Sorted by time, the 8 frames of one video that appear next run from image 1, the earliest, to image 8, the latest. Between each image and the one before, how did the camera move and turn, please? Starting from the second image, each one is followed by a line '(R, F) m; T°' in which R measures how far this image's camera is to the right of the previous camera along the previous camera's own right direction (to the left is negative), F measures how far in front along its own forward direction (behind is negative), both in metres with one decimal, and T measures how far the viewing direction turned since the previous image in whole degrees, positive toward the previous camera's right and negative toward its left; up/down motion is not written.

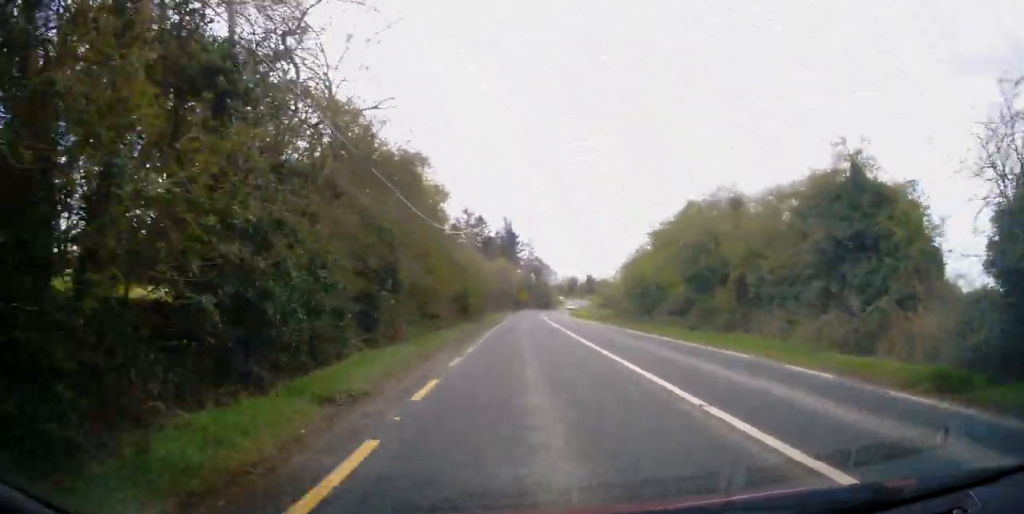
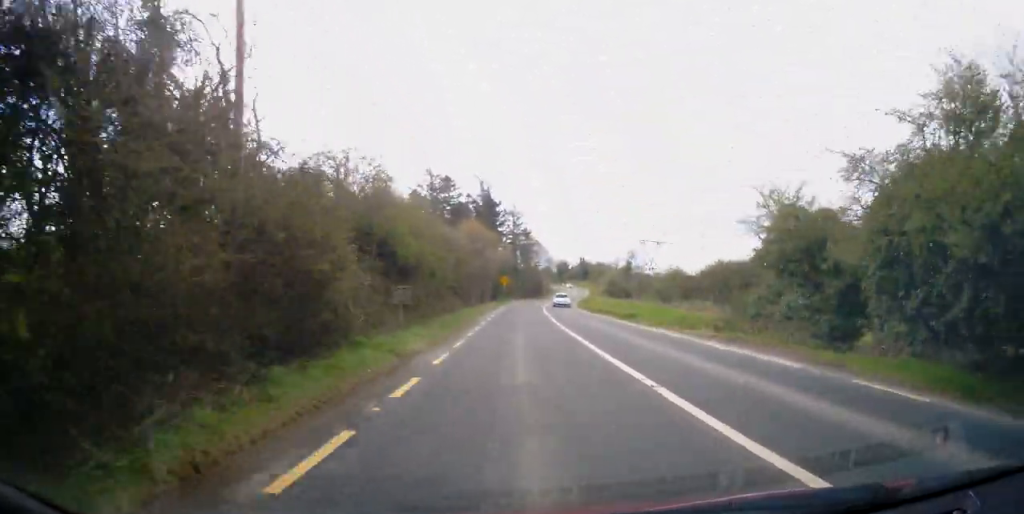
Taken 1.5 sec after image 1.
(+0.2, +35.9) m; +1°
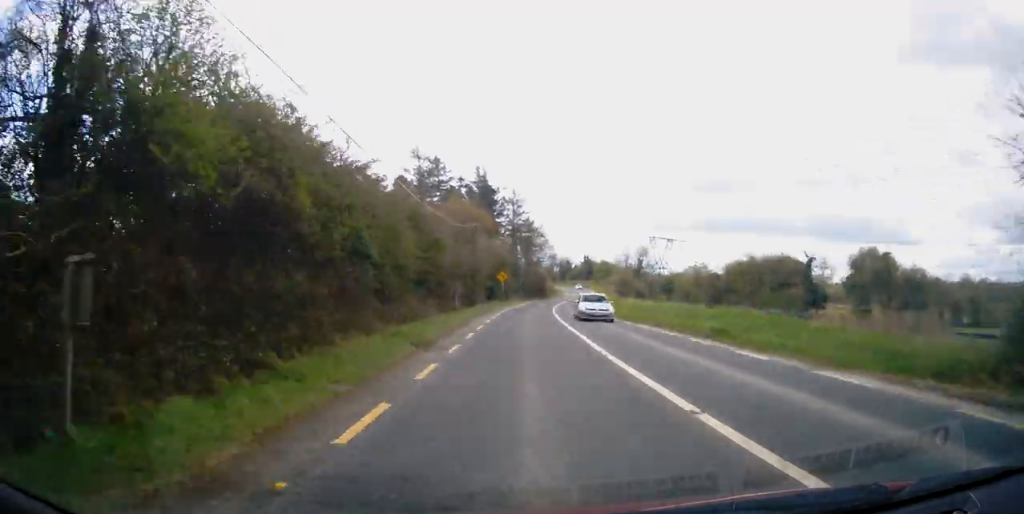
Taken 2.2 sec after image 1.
(0.0, +14.8) m; +1°
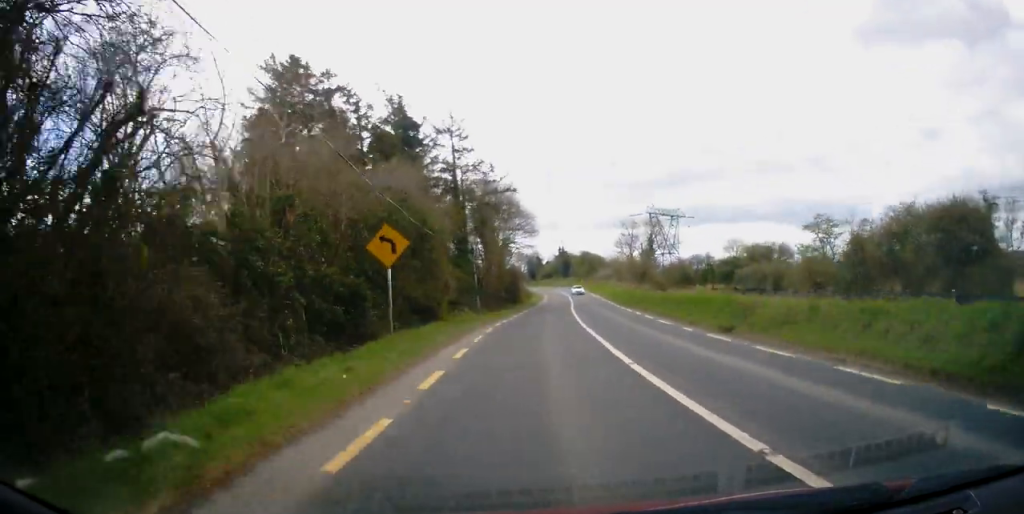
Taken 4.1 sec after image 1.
(+1.3, +45.5) m; +4°
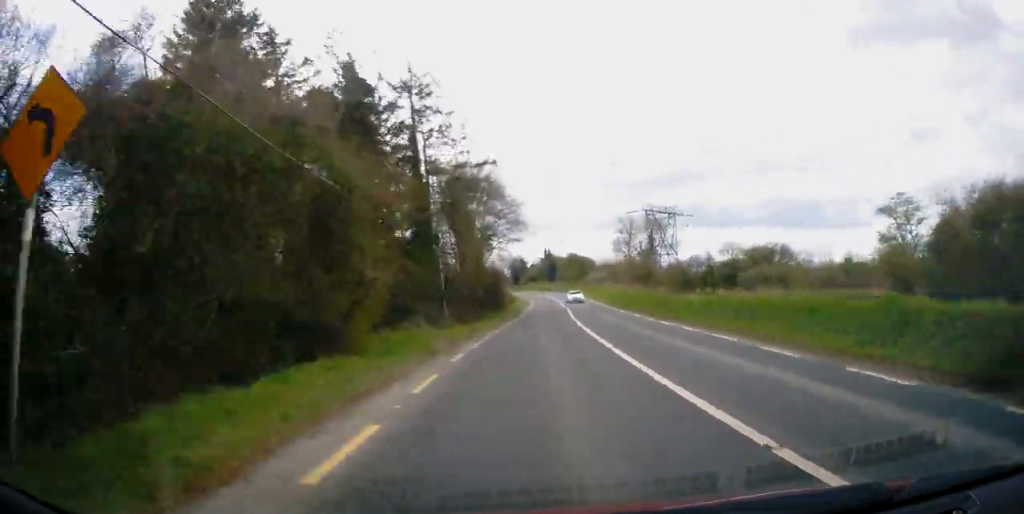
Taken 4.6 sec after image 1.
(+0.1, +12.6) m; +1°
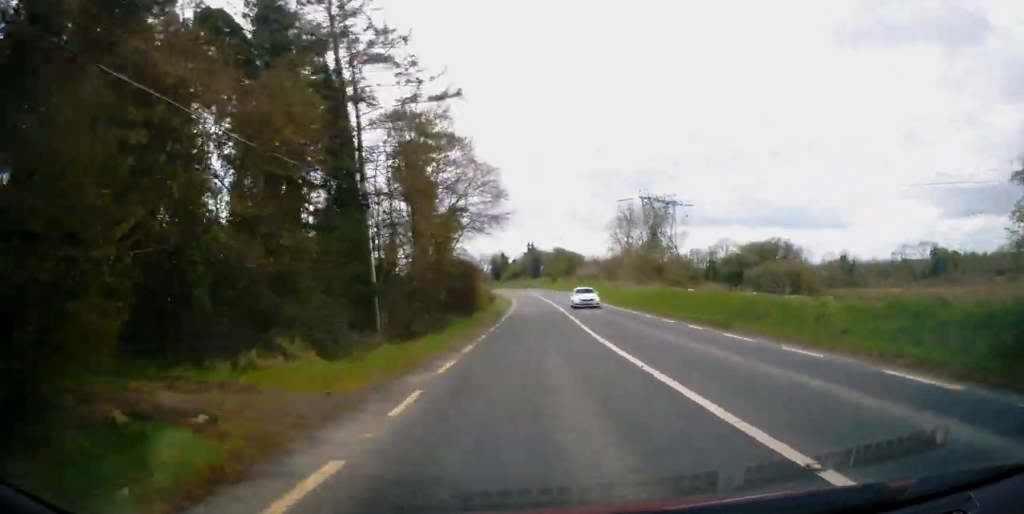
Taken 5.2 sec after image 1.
(+0.2, +13.4) m; +1°
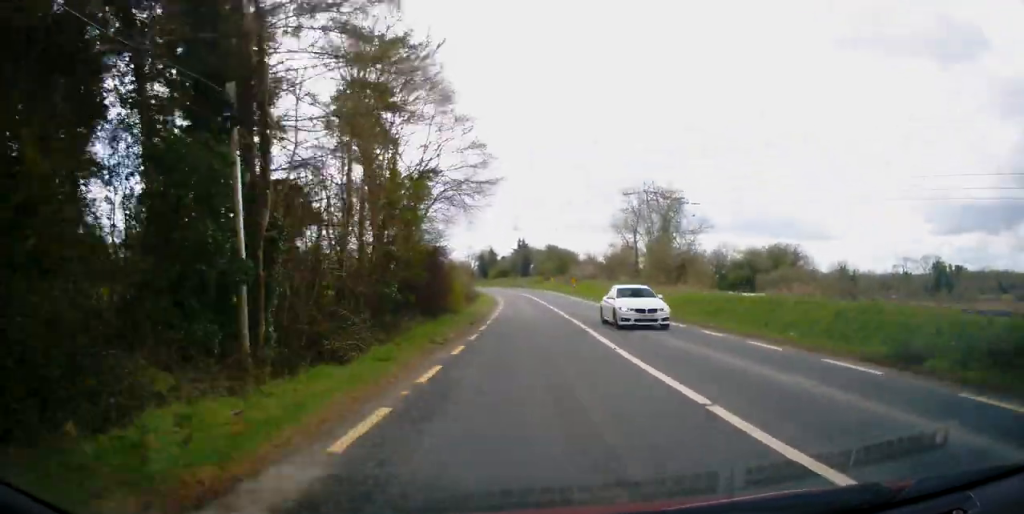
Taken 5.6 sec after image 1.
(+0.1, +10.3) m; +1°
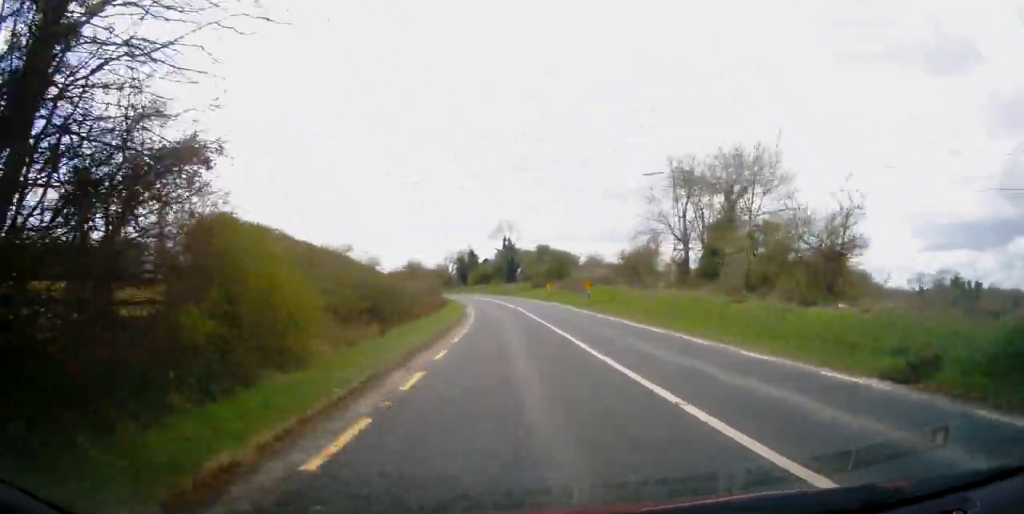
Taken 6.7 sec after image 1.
(+0.5, +25.3) m; +2°
